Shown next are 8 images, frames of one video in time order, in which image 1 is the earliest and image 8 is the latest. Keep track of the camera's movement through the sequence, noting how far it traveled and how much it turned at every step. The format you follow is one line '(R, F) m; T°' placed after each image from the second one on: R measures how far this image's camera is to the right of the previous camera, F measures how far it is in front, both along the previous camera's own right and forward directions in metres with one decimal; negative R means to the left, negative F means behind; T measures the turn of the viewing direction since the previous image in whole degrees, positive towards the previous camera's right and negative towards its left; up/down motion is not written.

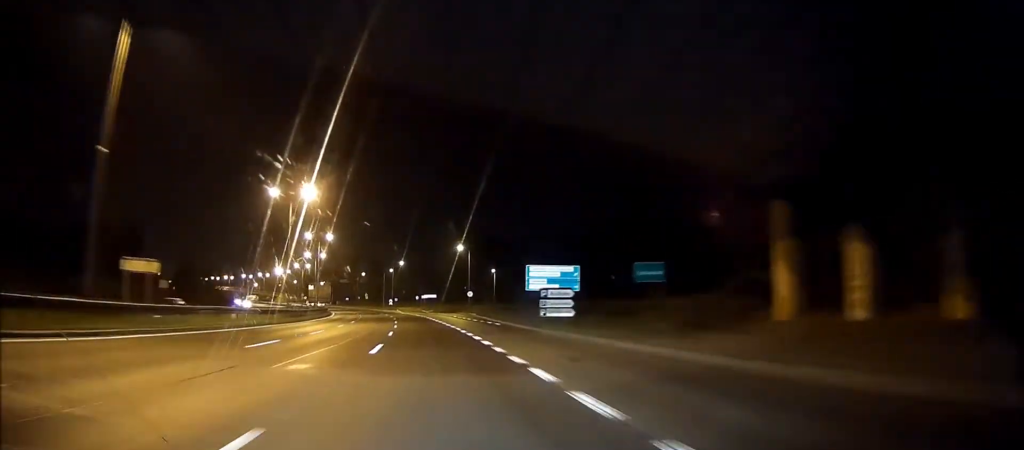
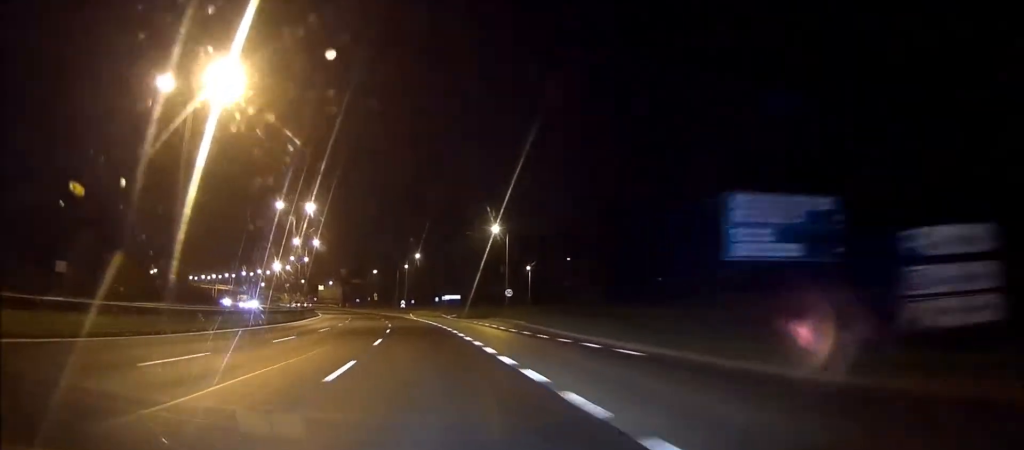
(-0.9, +30.0) m; -4°
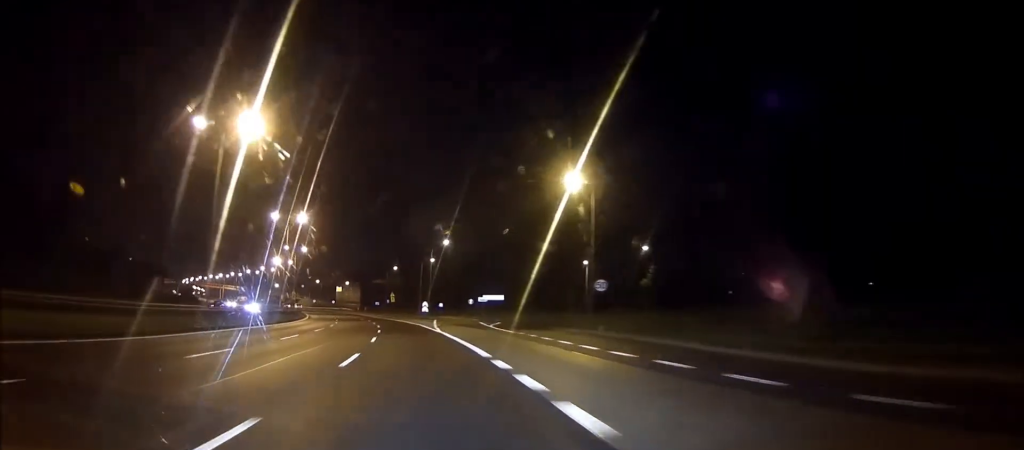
(-1.1, +31.7) m; -4°
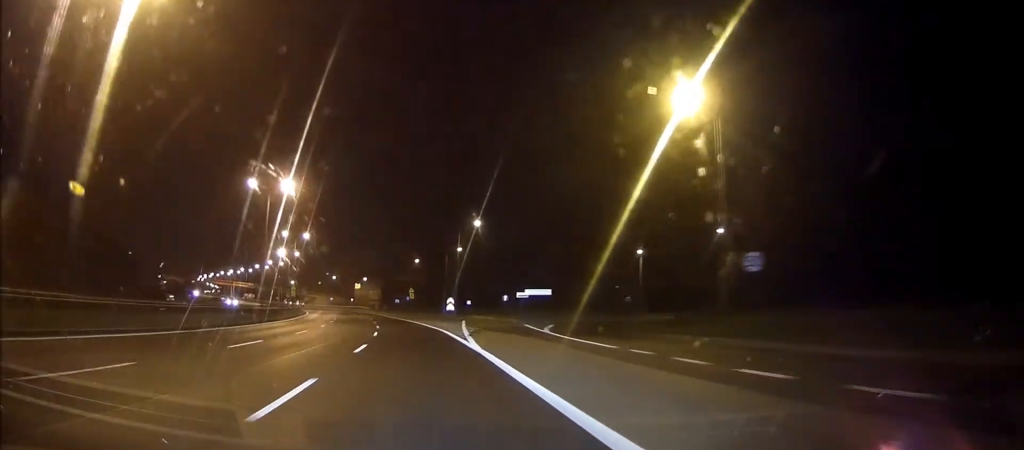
(-0.6, +19.1) m; -3°
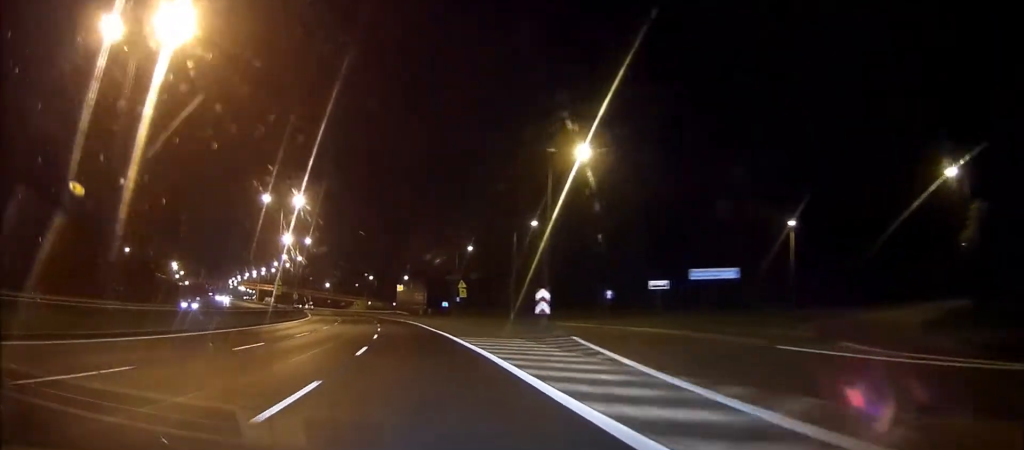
(-1.2, +35.4) m; -4°
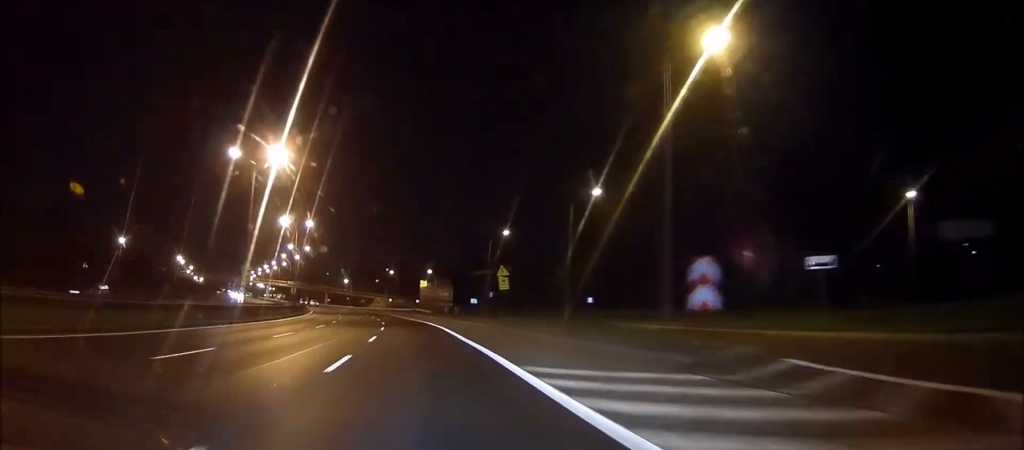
(-0.2, +18.2) m; -2°
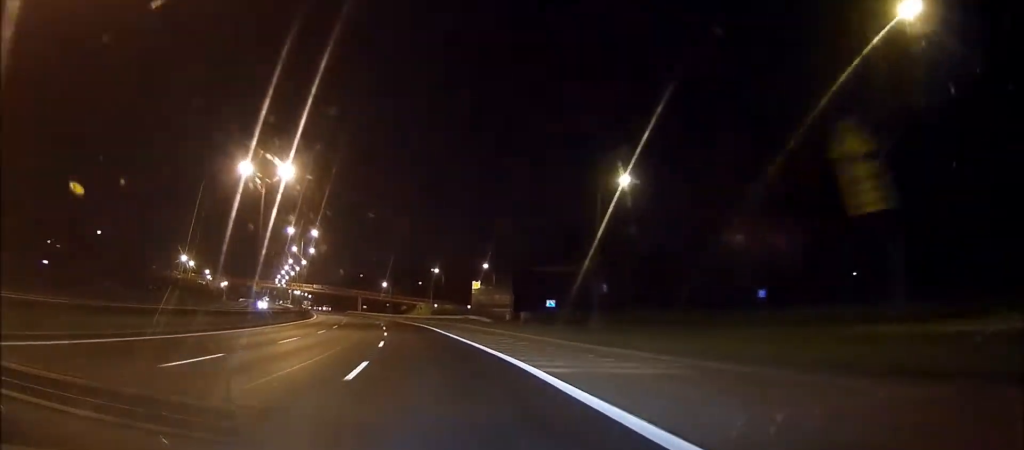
(-1.3, +36.3) m; -4°
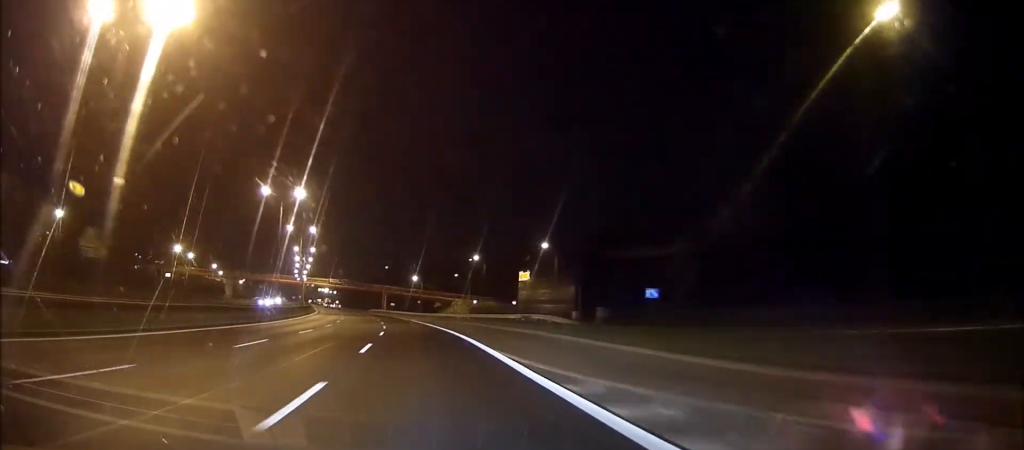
(-0.9, +29.1) m; -3°
